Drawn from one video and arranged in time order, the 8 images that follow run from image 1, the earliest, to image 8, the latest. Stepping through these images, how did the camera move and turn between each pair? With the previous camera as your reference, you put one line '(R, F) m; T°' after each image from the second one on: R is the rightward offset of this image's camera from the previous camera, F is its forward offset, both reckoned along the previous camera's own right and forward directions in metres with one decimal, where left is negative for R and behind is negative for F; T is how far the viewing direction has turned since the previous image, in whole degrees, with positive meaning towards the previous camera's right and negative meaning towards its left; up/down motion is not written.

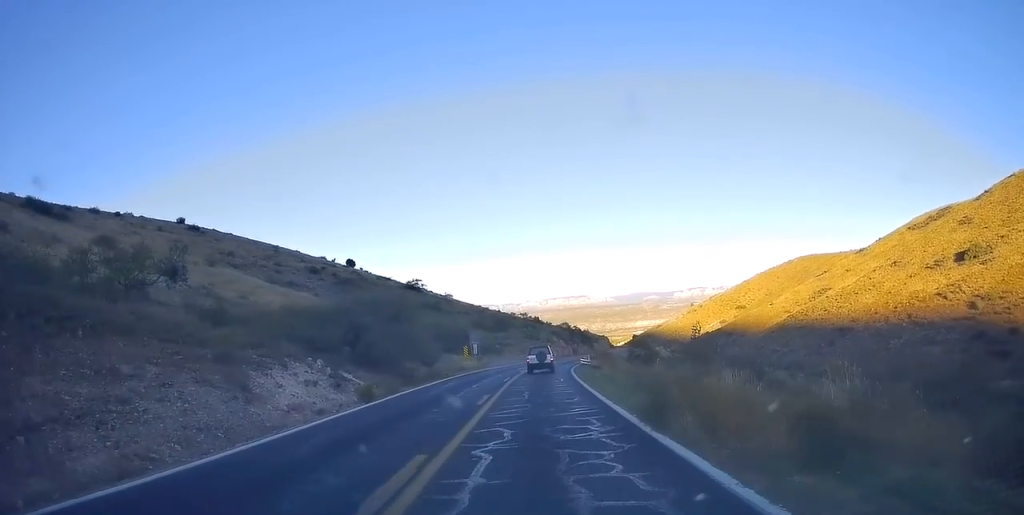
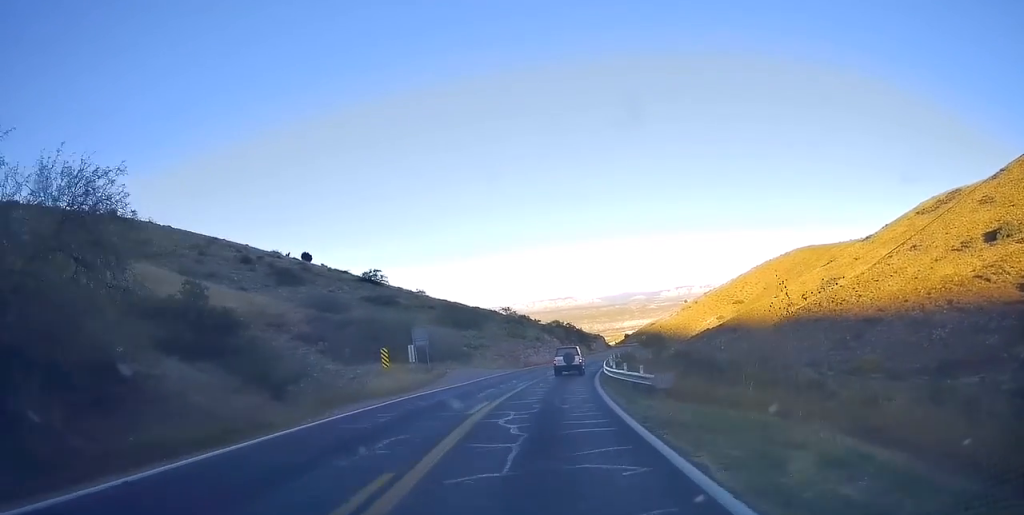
(0.0, +24.8) m; +2°
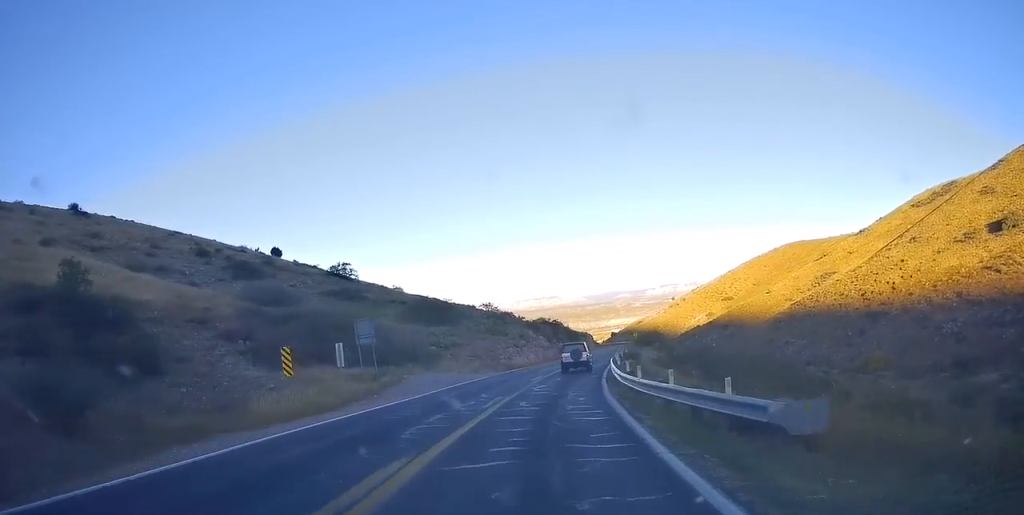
(+0.2, +10.0) m; +2°
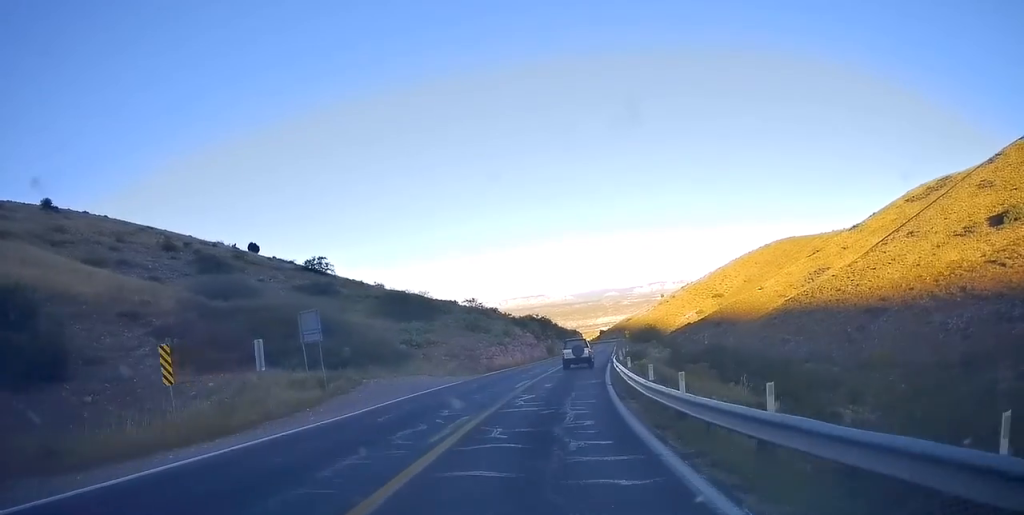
(+0.1, +6.3) m; +1°
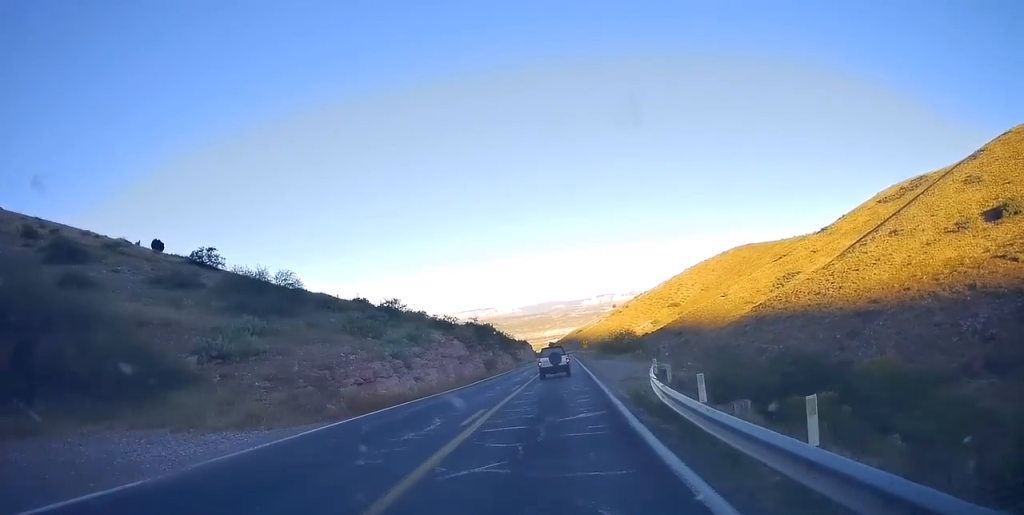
(+0.7, +21.0) m; +4°
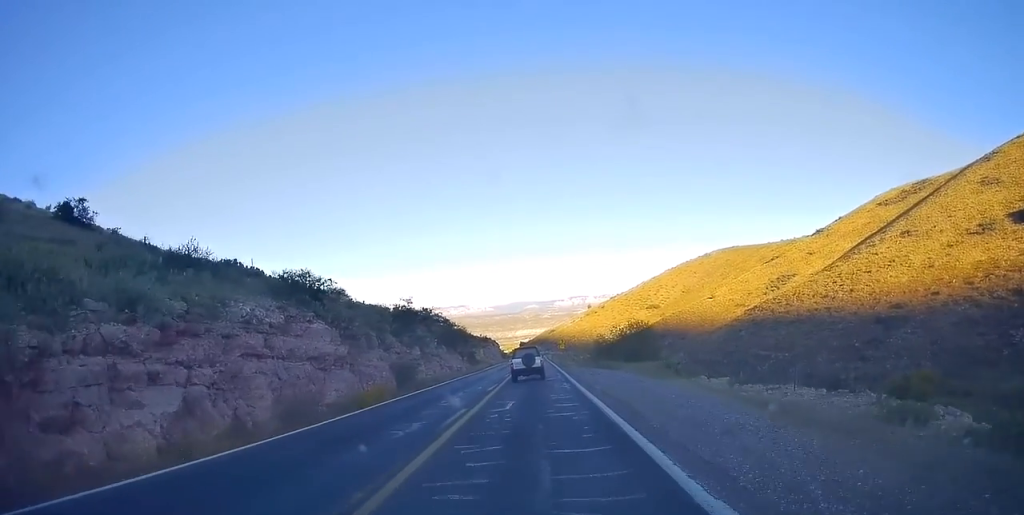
(+1.0, +22.6) m; +2°
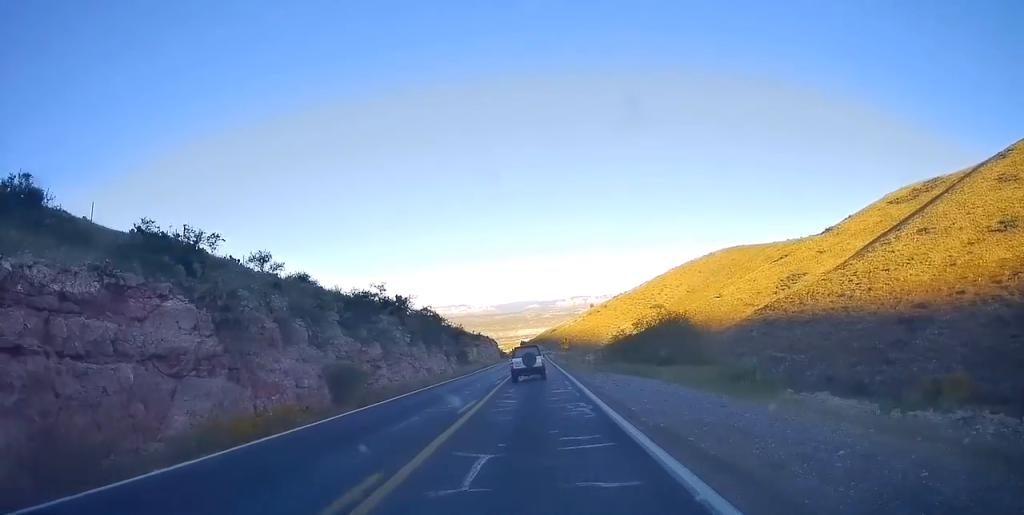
(+0.1, +9.1) m; 0°
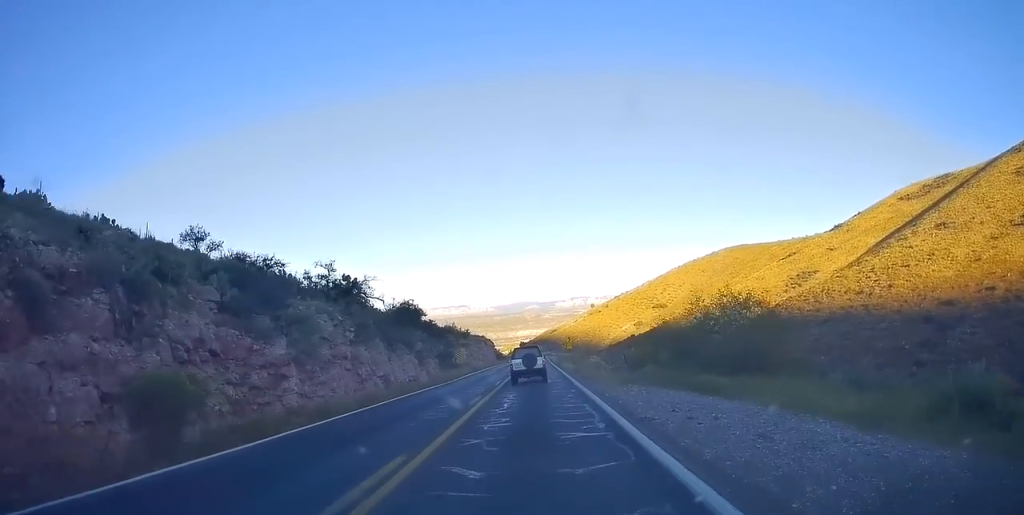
(-0.3, +10.2) m; 0°
